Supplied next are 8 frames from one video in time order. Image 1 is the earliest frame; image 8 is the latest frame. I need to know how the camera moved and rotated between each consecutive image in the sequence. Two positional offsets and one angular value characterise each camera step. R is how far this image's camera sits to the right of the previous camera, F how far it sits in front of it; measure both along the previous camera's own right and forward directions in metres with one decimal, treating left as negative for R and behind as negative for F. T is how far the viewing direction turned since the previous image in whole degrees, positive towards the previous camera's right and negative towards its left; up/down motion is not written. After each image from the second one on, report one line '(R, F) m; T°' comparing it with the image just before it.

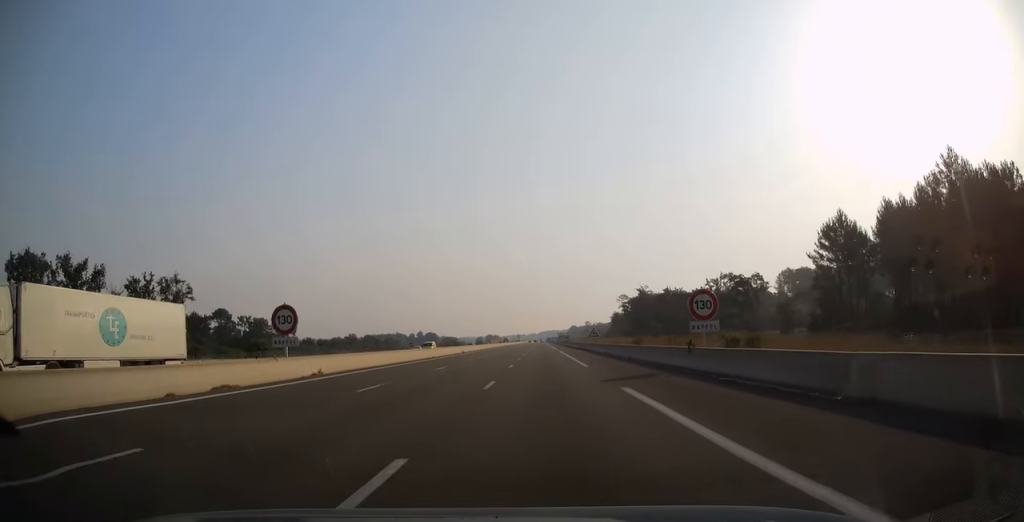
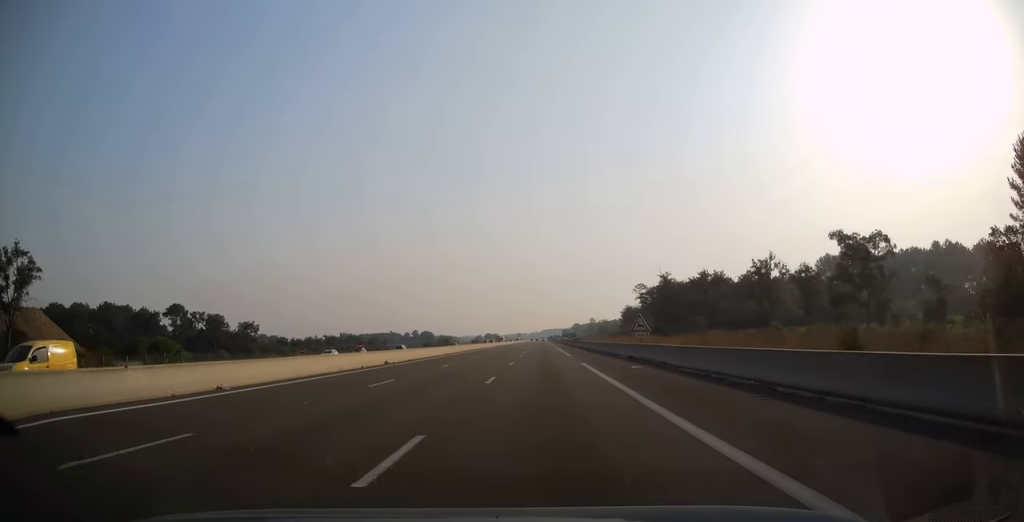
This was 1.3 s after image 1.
(-0.2, +37.4) m; -1°
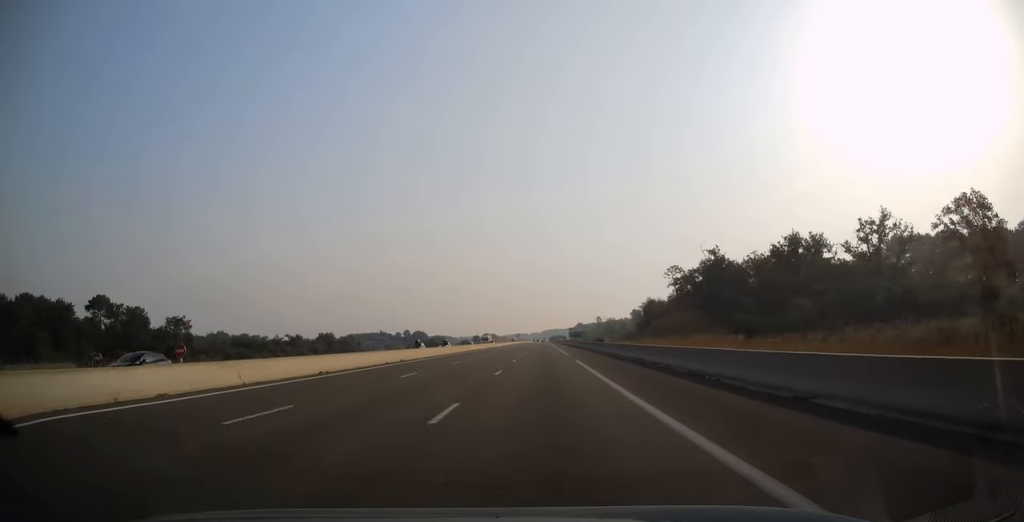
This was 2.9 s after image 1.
(+0.2, +47.7) m; 0°
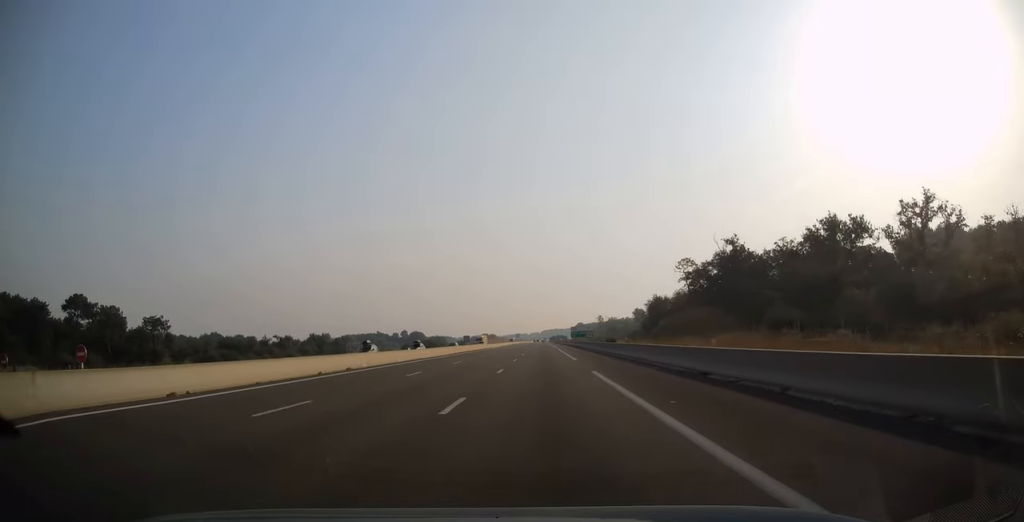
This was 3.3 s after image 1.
(+0.1, +11.8) m; 0°
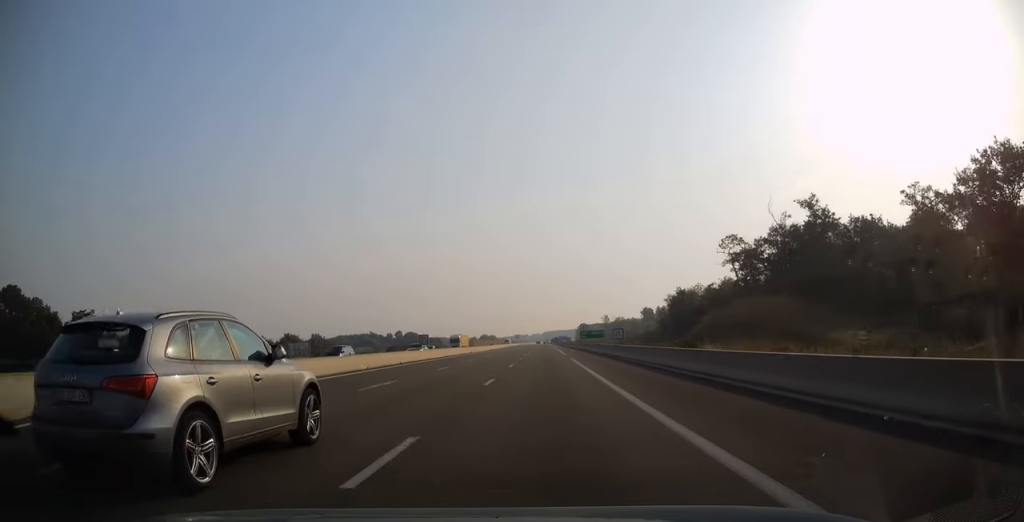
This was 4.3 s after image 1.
(-0.3, +31.6) m; -1°
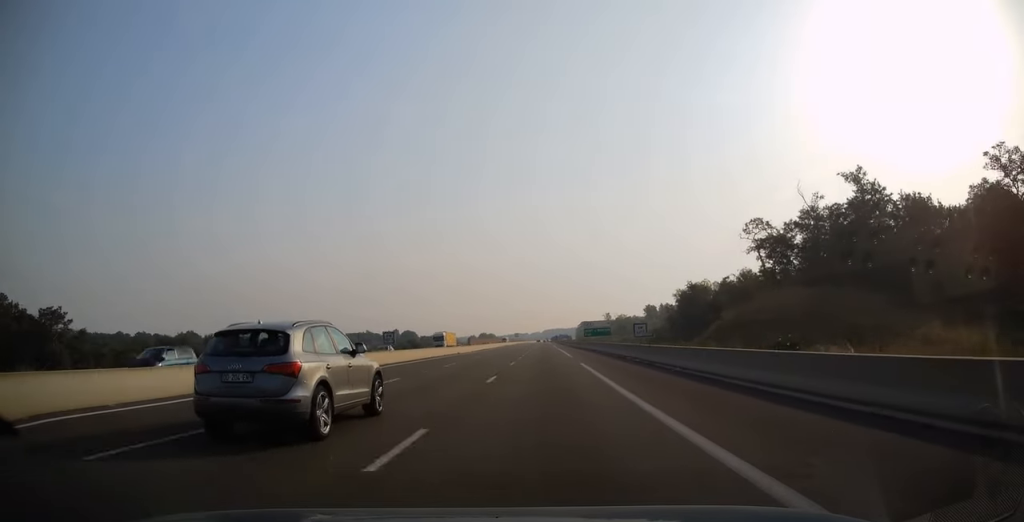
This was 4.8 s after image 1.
(0.0, +12.4) m; 0°
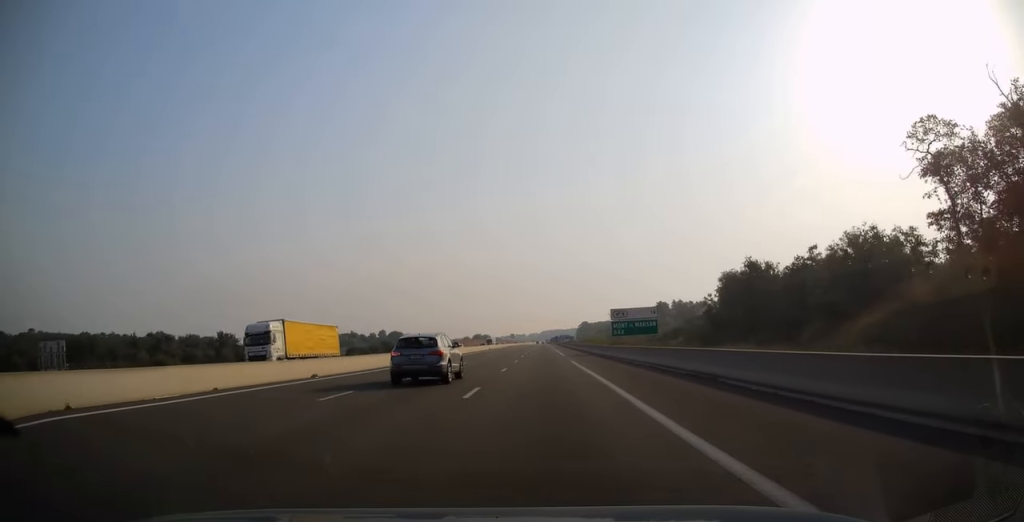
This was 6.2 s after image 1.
(+0.1, +44.0) m; 0°
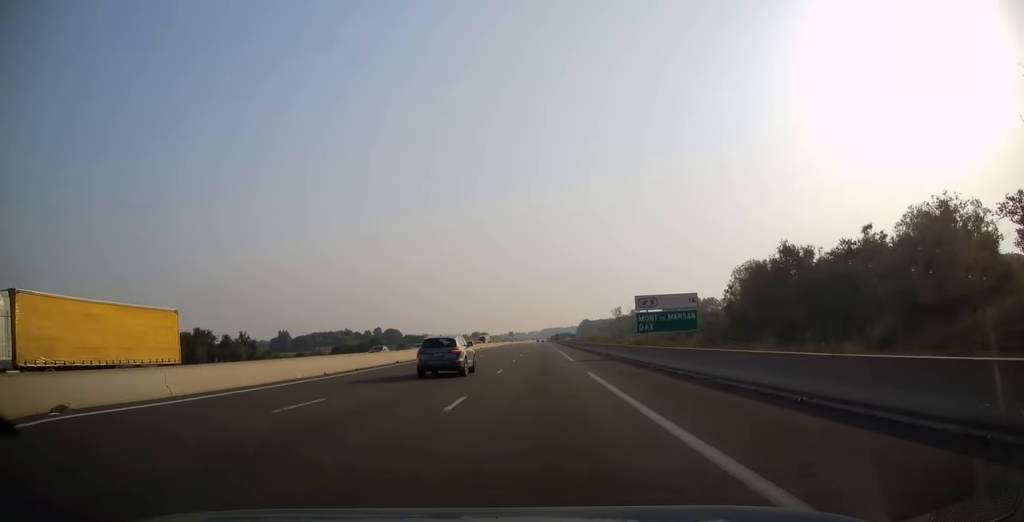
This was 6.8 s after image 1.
(0.0, +15.8) m; 0°
